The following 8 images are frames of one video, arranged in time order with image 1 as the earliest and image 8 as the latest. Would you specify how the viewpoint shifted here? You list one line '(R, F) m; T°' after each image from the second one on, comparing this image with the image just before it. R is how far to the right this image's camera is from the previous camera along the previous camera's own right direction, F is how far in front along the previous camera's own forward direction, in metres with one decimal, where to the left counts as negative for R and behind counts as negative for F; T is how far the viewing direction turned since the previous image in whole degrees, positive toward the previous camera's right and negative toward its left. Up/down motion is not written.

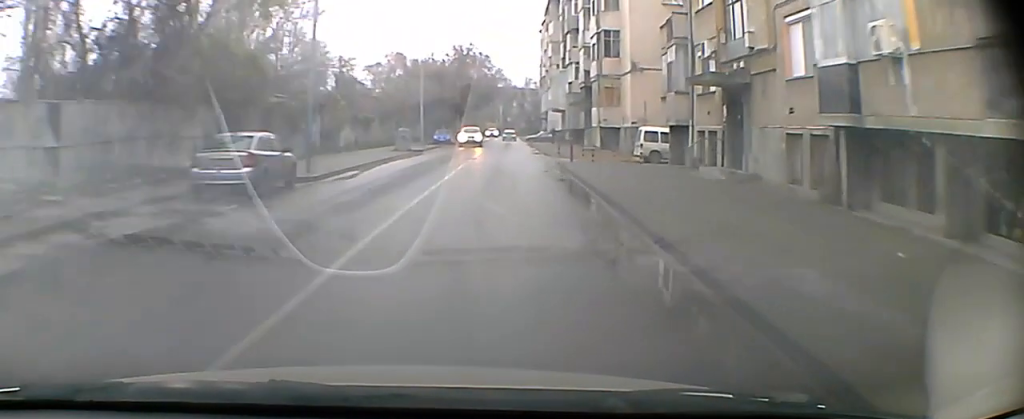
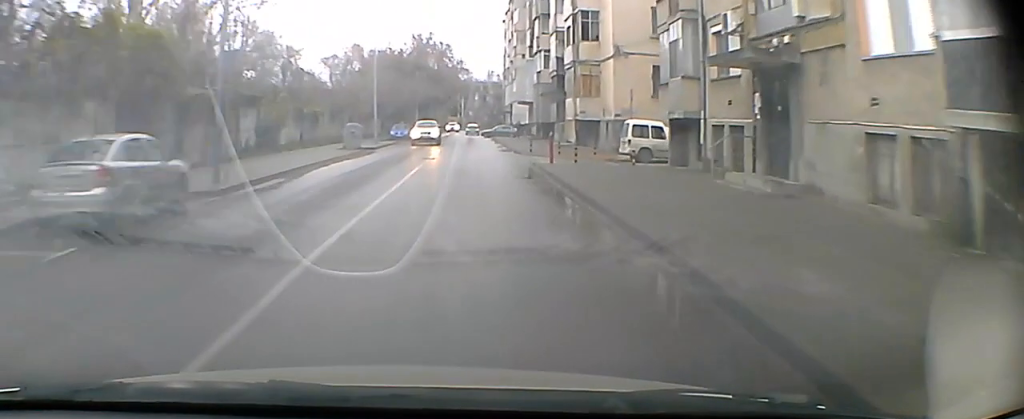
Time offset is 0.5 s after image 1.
(-0.1, +4.5) m; +2°
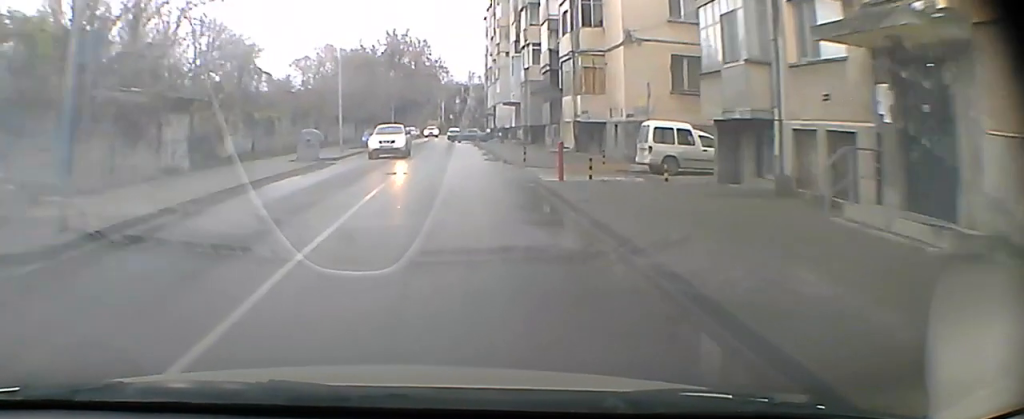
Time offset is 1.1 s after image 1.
(+0.2, +5.7) m; +2°
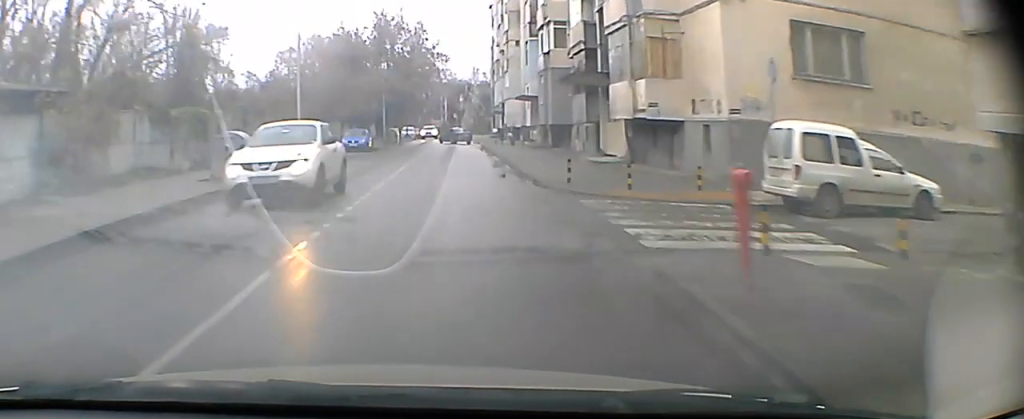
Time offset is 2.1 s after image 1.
(+0.3, +10.1) m; +2°
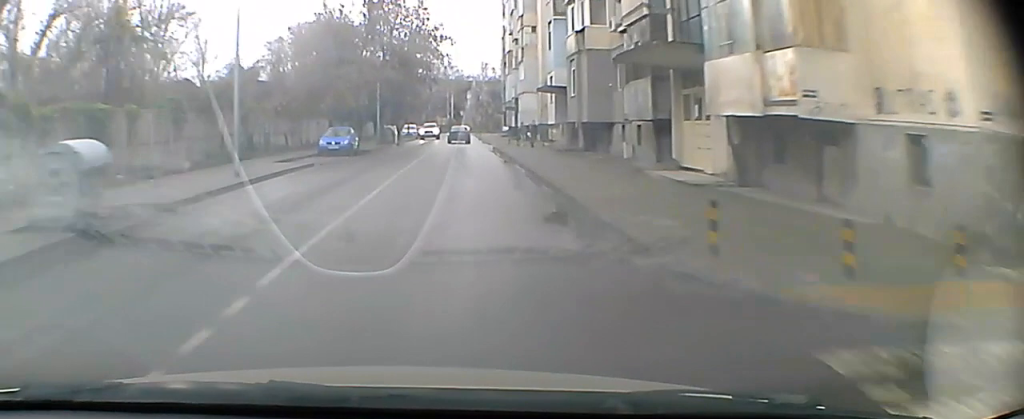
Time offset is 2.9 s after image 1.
(0.0, +8.5) m; +2°
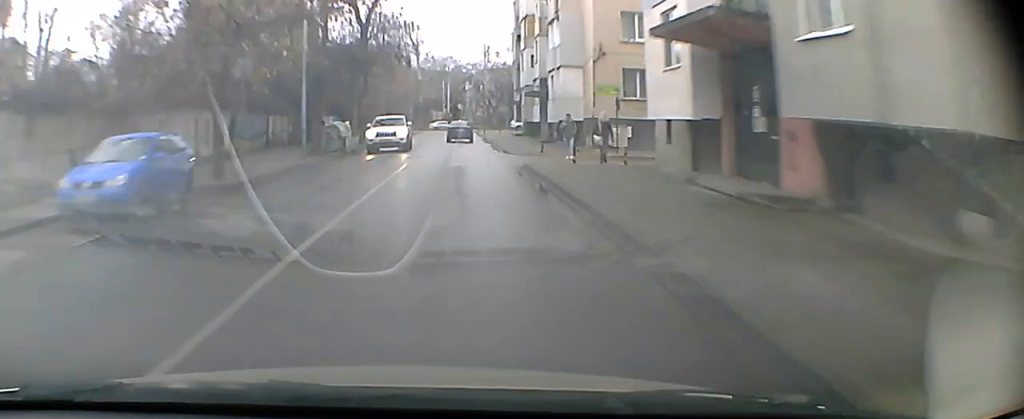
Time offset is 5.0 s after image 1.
(+2.1, +23.3) m; +10°
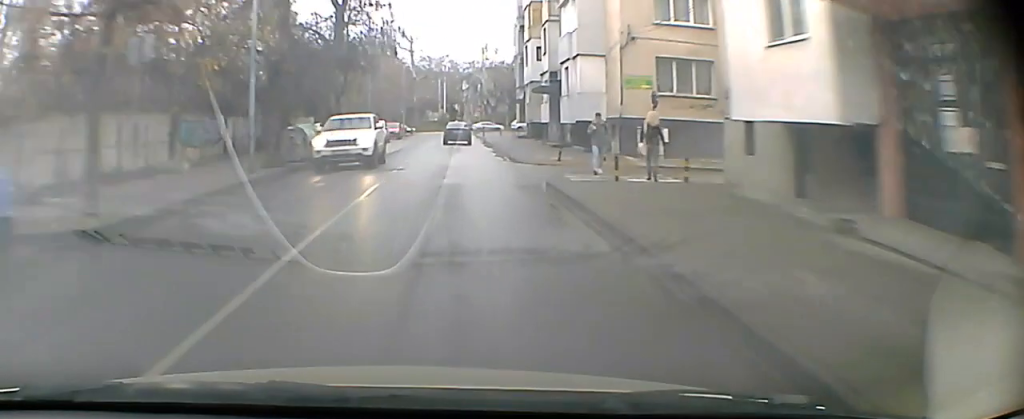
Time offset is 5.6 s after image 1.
(-0.2, +7.0) m; +3°
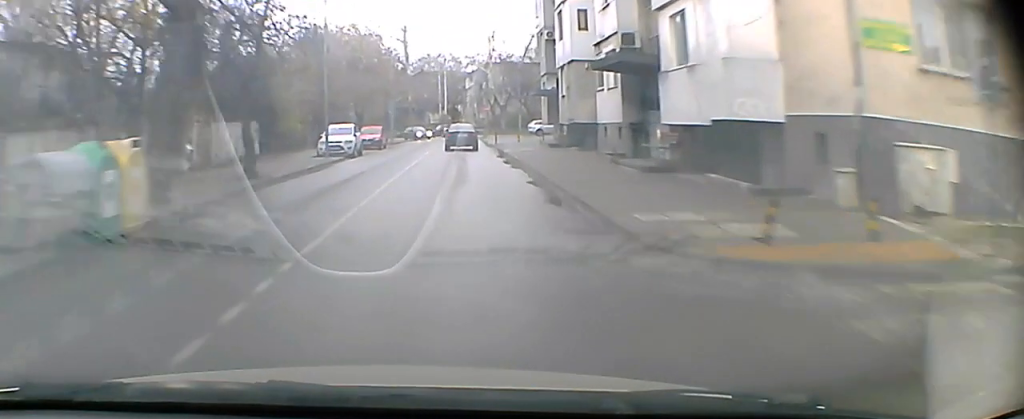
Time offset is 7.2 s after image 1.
(+1.5, +18.8) m; +5°
